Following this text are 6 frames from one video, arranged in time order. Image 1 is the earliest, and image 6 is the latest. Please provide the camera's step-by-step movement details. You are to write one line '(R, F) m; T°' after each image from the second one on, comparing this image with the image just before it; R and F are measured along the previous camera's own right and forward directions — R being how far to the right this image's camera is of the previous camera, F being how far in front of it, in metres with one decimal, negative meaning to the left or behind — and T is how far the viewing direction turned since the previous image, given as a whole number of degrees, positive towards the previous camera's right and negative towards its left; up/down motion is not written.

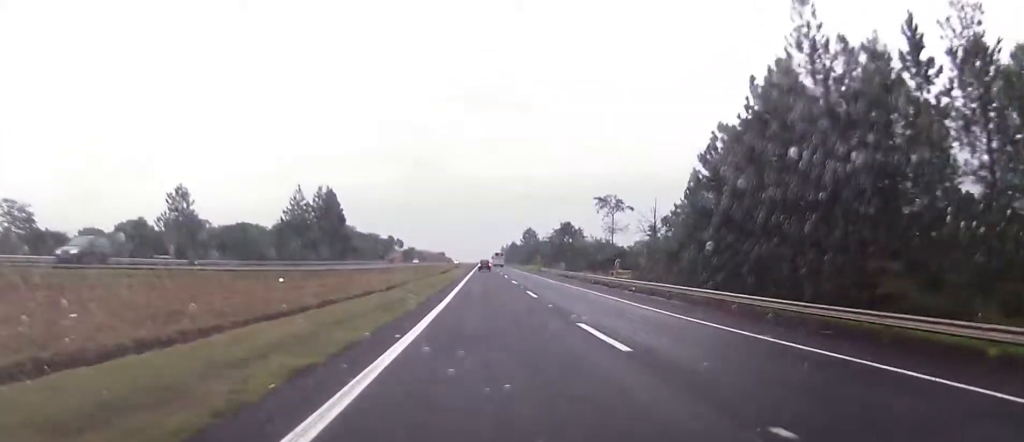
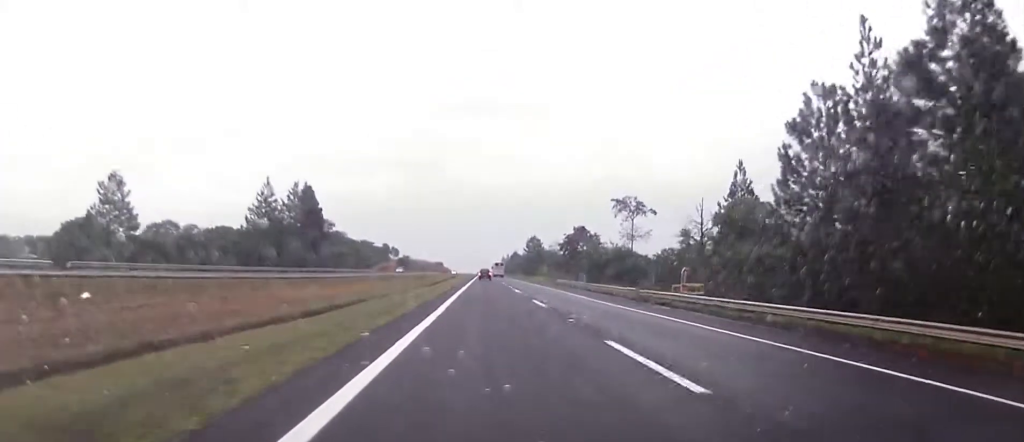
(-0.2, +20.7) m; 0°
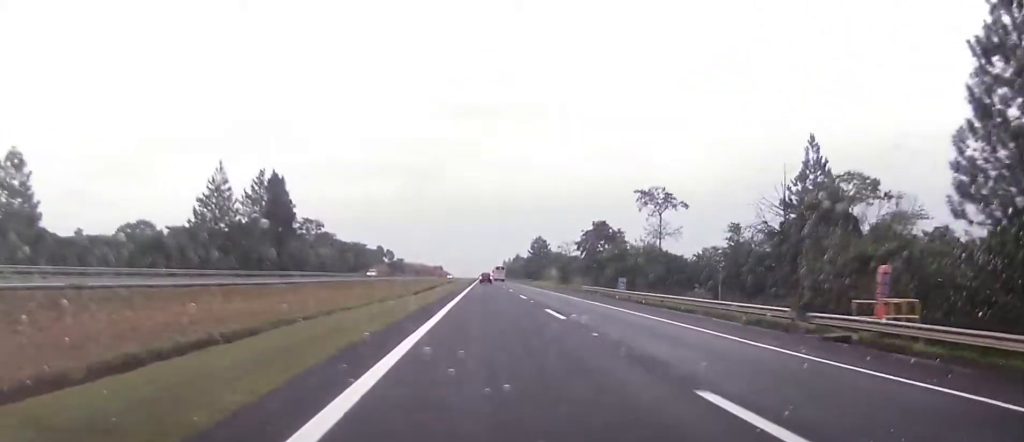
(+0.1, +21.4) m; 0°
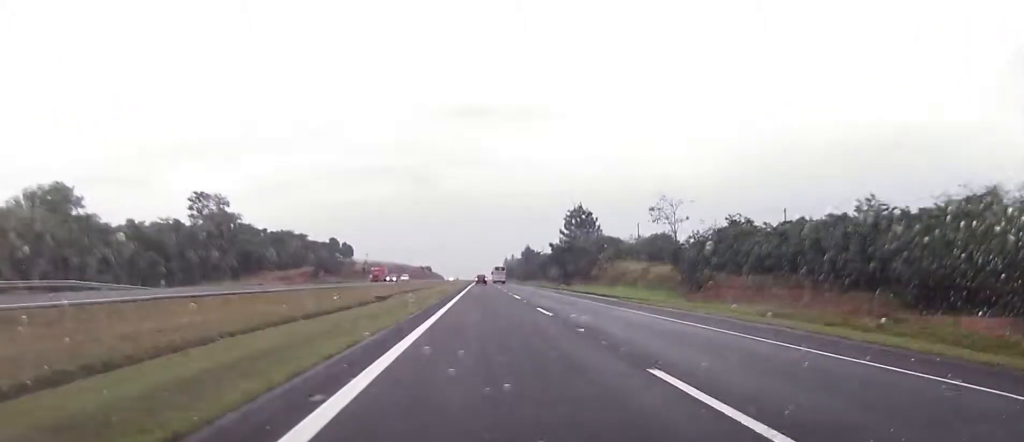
(+0.4, +97.4) m; -1°
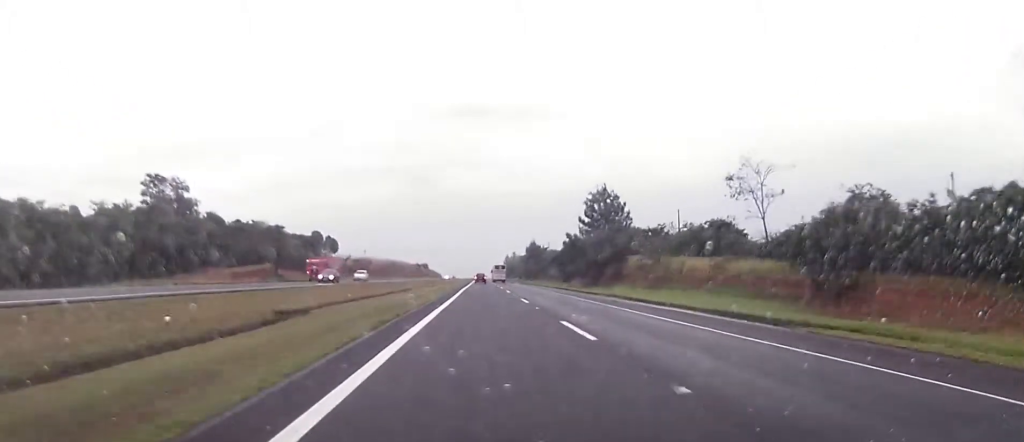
(-0.2, +23.2) m; 0°
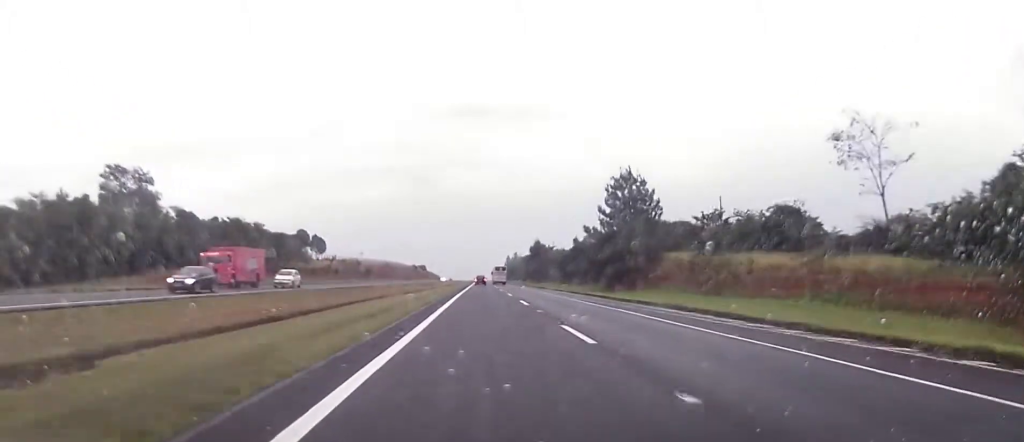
(+0.3, +15.3) m; +1°
